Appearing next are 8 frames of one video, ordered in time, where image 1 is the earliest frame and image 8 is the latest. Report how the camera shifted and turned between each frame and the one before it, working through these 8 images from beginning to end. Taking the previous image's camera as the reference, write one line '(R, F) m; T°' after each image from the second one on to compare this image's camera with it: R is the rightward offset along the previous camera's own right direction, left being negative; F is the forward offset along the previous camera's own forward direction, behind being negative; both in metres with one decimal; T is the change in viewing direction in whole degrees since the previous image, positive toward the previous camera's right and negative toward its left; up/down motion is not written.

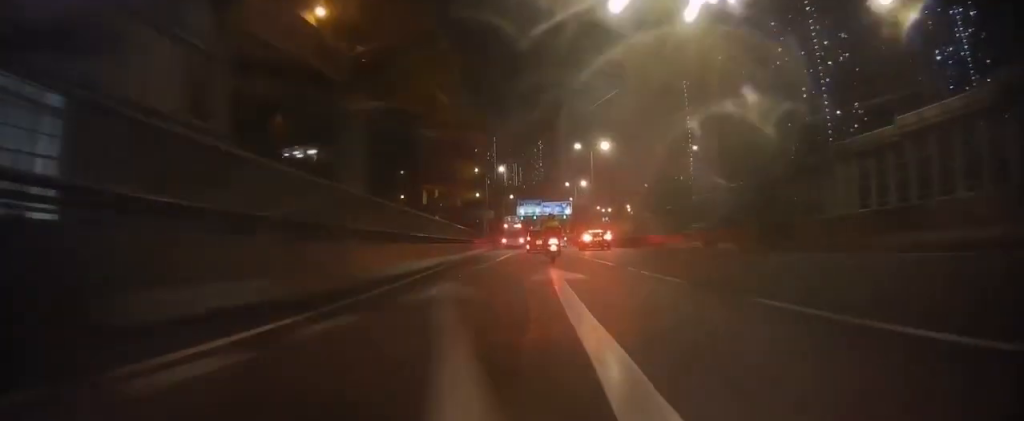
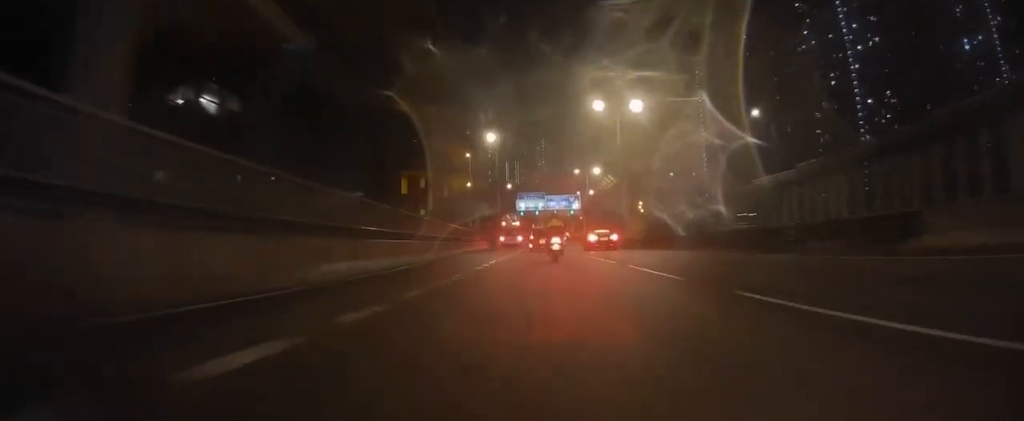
(-0.1, +18.1) m; -1°
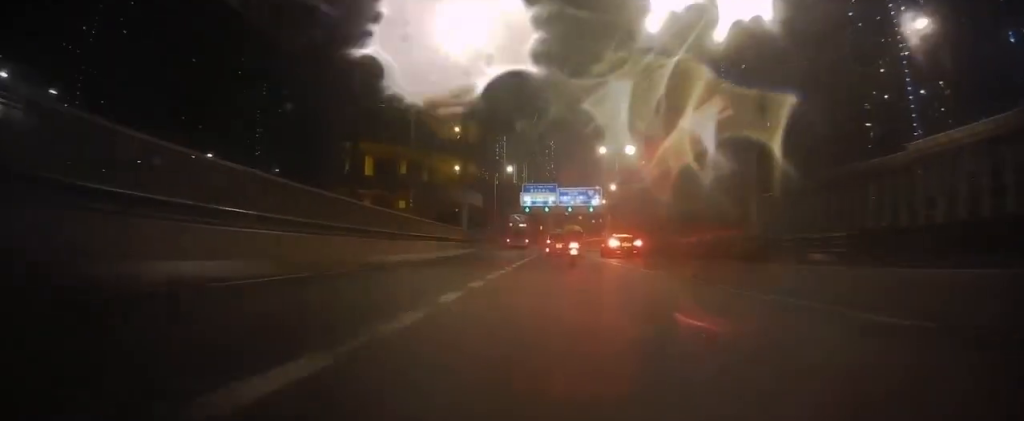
(-0.1, +23.1) m; -1°
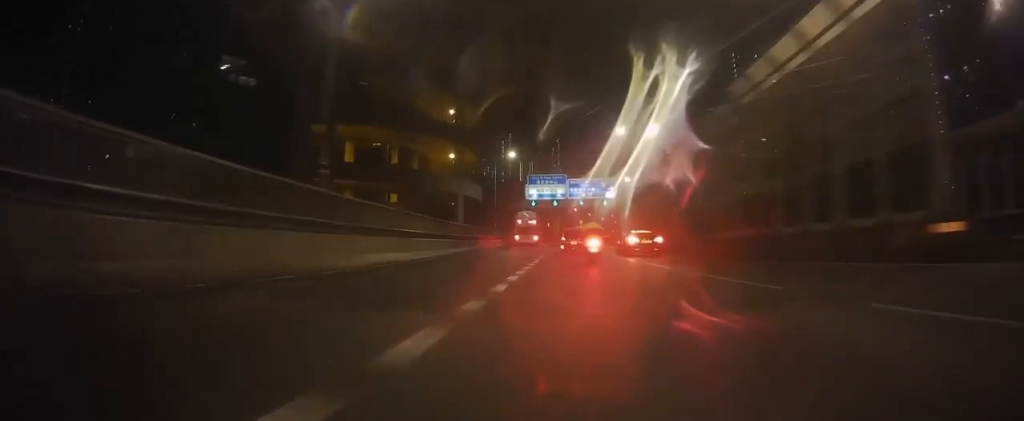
(0.0, +8.9) m; 0°
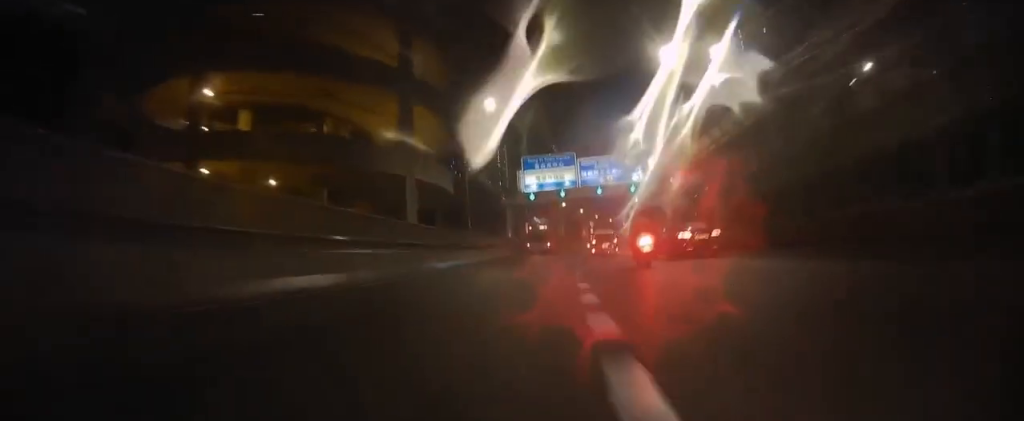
(-0.1, +20.5) m; +1°
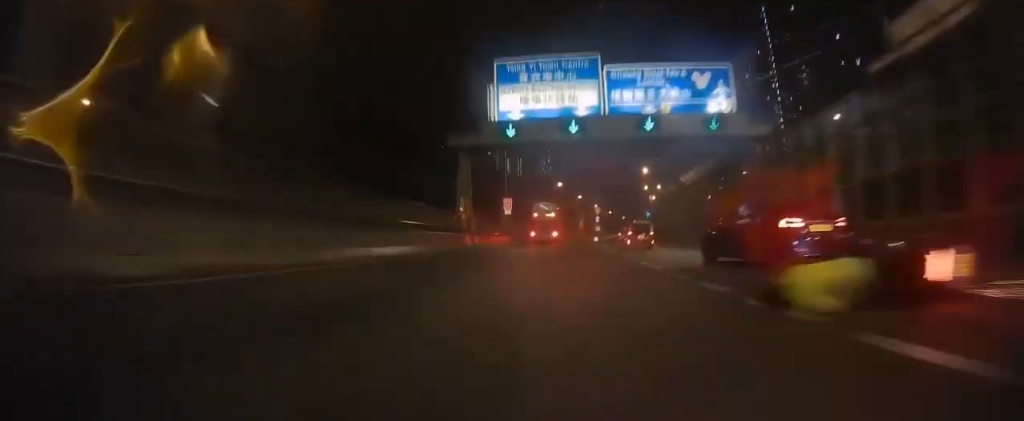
(+0.4, +25.1) m; +1°
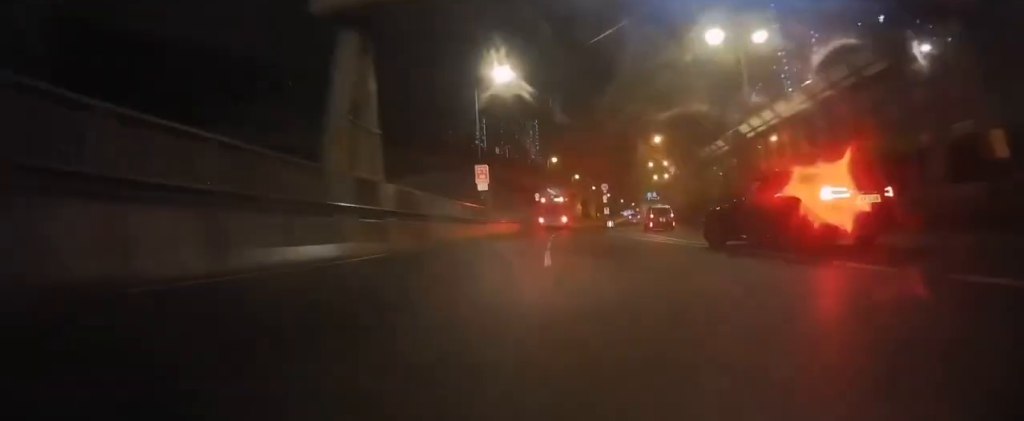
(0.0, +16.2) m; -1°
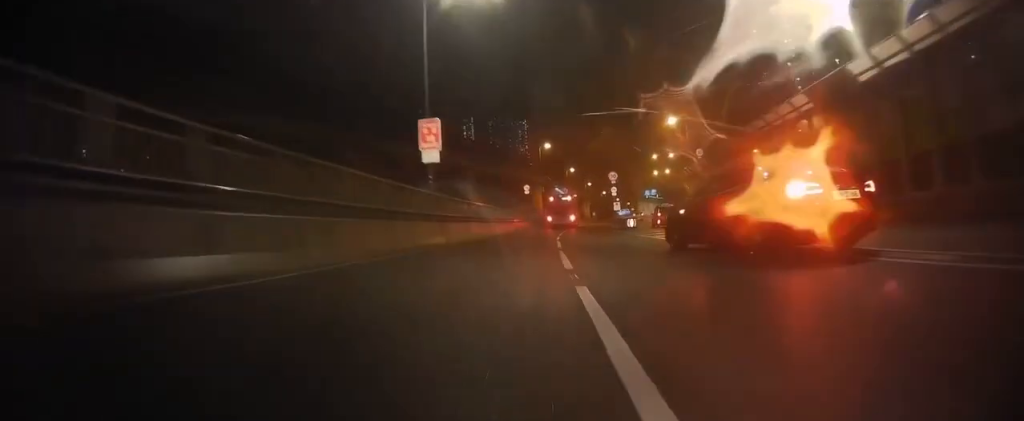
(-0.2, +14.7) m; -1°
